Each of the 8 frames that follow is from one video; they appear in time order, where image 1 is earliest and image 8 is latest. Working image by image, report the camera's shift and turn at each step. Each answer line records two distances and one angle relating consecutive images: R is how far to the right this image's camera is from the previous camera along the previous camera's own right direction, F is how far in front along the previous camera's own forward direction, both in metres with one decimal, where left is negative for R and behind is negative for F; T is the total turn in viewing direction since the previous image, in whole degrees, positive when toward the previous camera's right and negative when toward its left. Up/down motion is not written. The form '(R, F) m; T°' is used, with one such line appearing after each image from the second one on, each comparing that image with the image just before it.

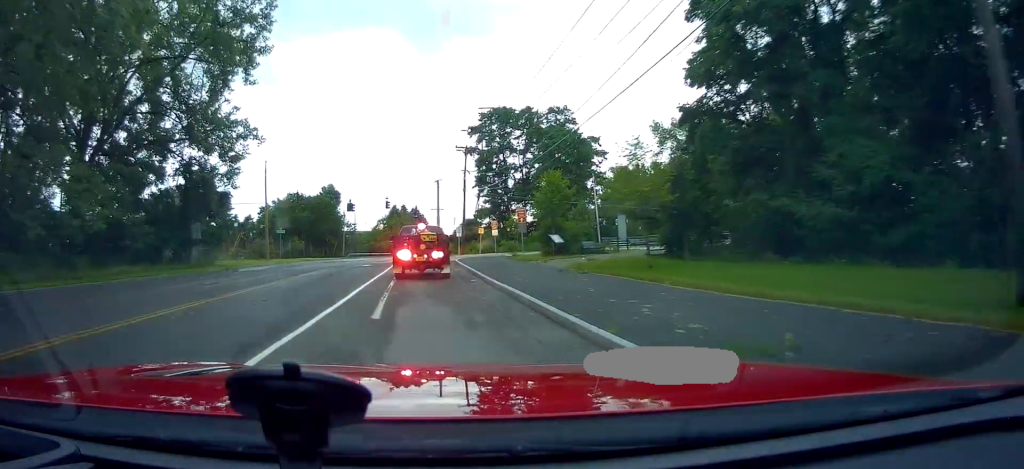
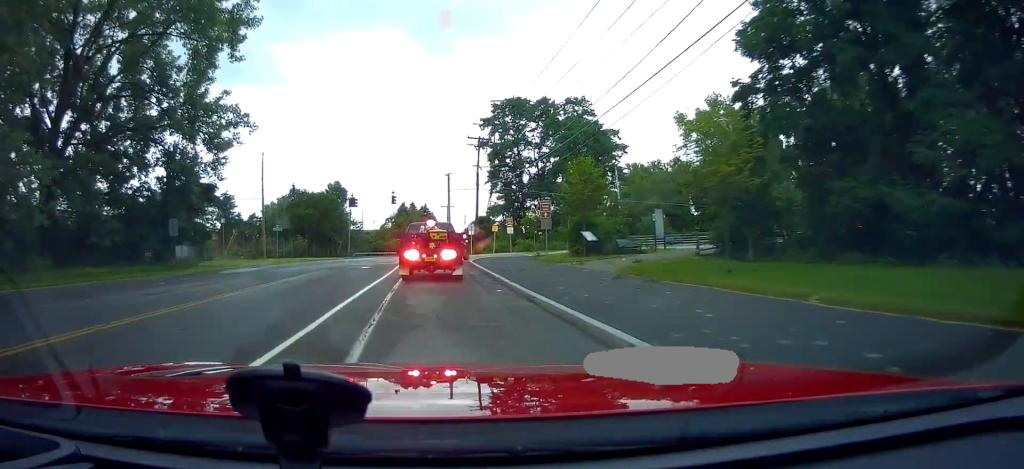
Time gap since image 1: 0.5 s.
(0.0, +4.9) m; -1°
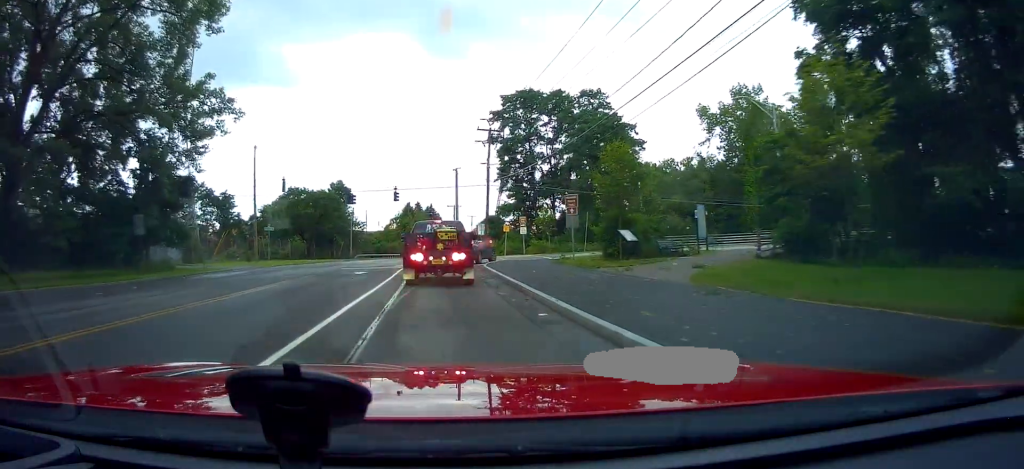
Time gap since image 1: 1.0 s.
(0.0, +4.6) m; -3°
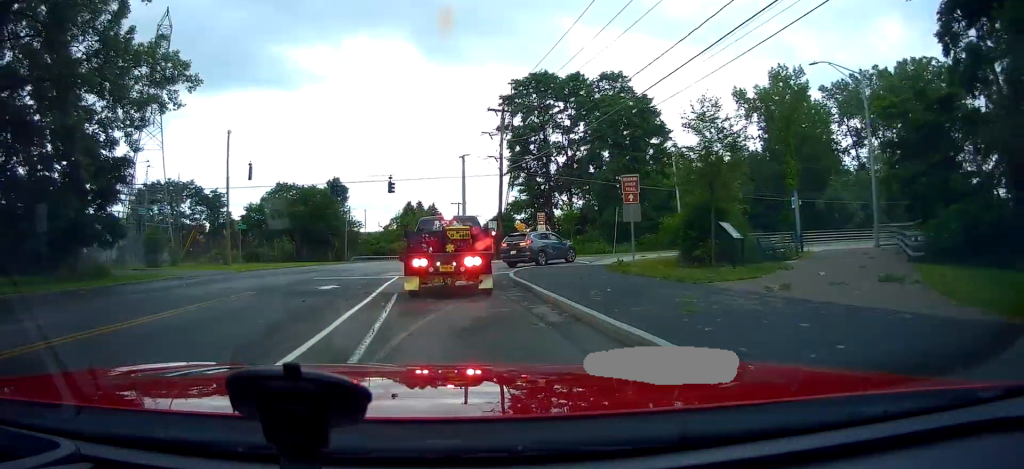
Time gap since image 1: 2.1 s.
(-0.4, +8.1) m; -3°
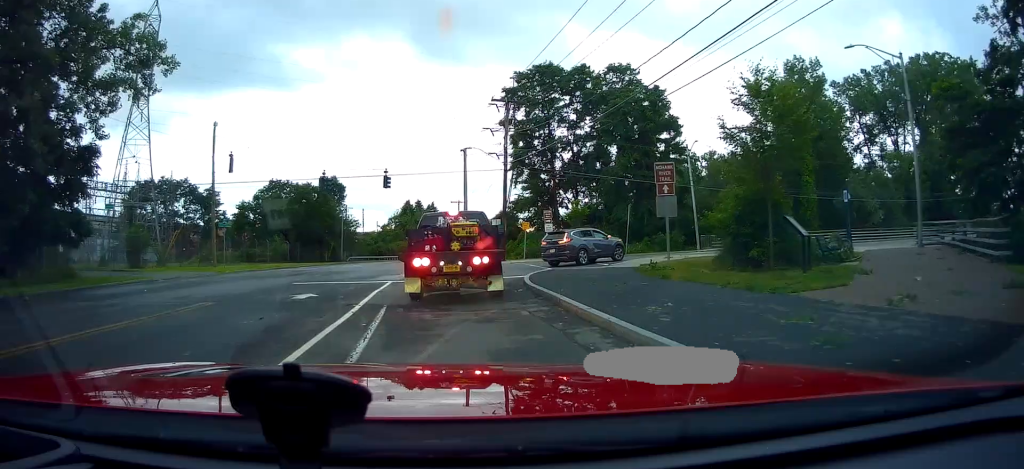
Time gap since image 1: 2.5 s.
(-0.1, +3.3) m; 0°
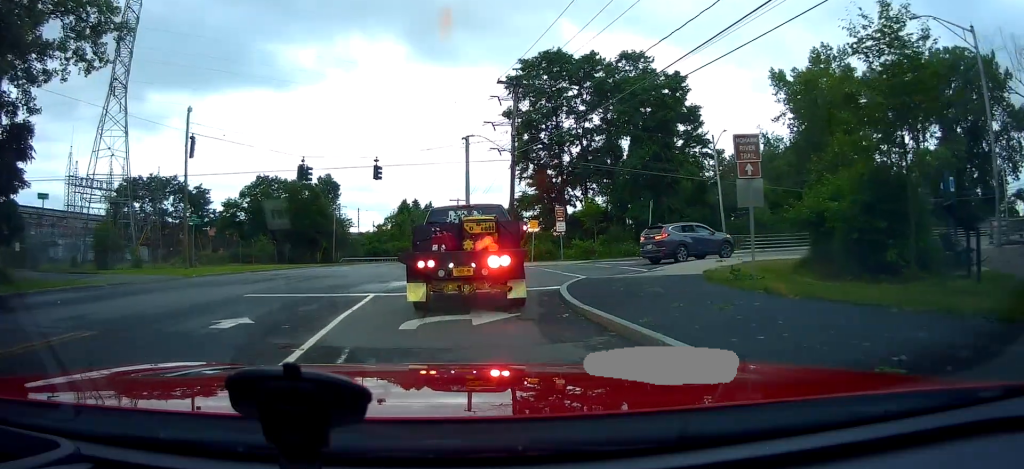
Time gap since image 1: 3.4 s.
(+0.2, +5.2) m; +6°
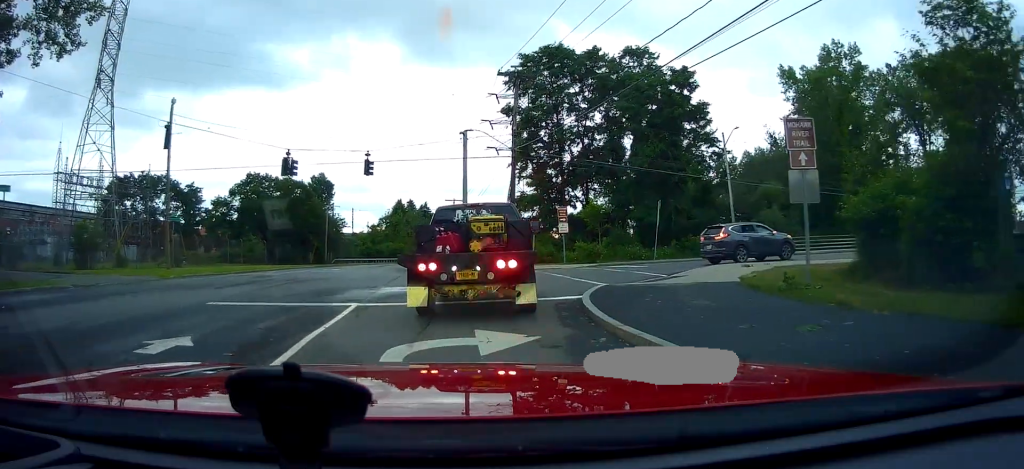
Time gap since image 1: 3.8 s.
(+0.2, +2.1) m; 0°
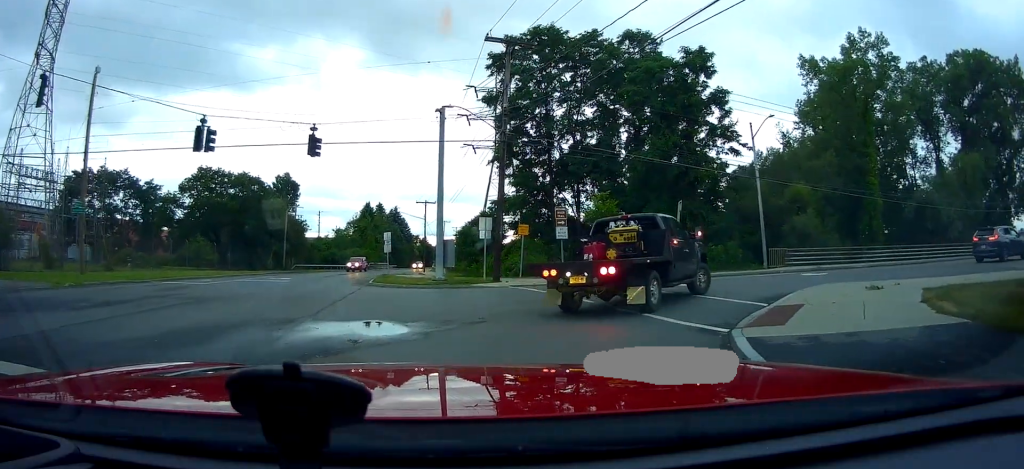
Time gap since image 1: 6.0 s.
(-0.2, +7.4) m; 0°
